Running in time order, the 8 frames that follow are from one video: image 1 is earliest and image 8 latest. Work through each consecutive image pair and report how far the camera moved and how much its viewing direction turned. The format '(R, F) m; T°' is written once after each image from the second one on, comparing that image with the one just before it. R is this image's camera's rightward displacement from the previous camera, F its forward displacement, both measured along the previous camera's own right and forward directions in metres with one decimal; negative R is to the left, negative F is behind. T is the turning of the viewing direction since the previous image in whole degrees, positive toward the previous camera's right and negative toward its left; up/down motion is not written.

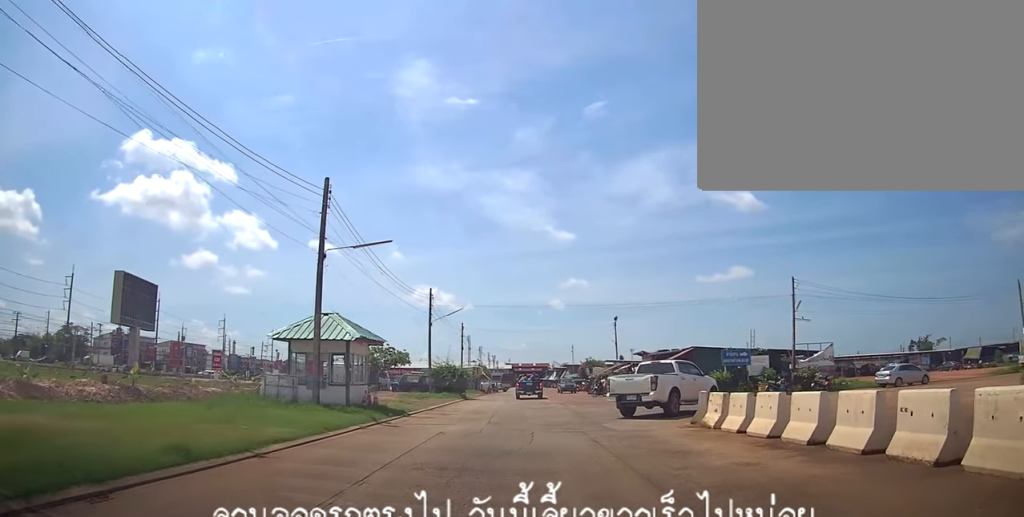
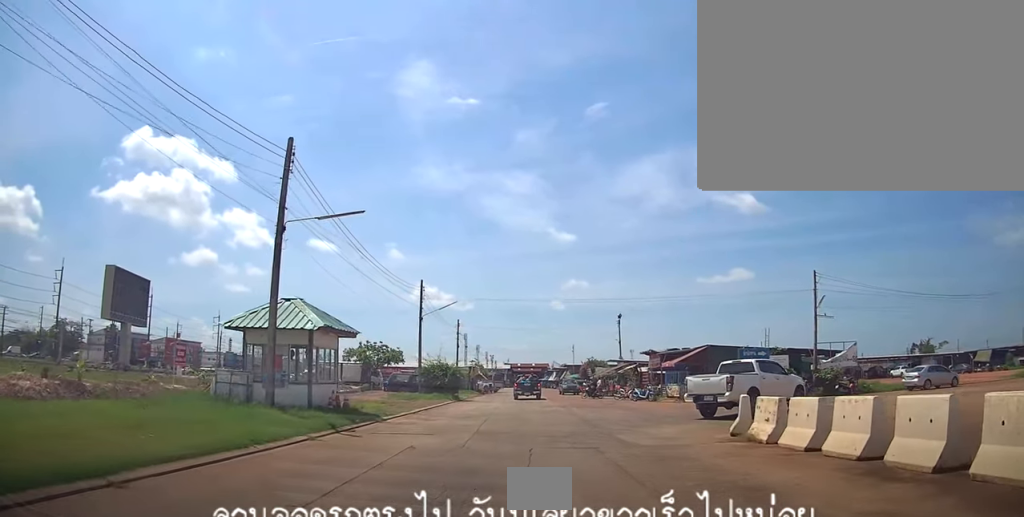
(-0.1, +3.1) m; +1°
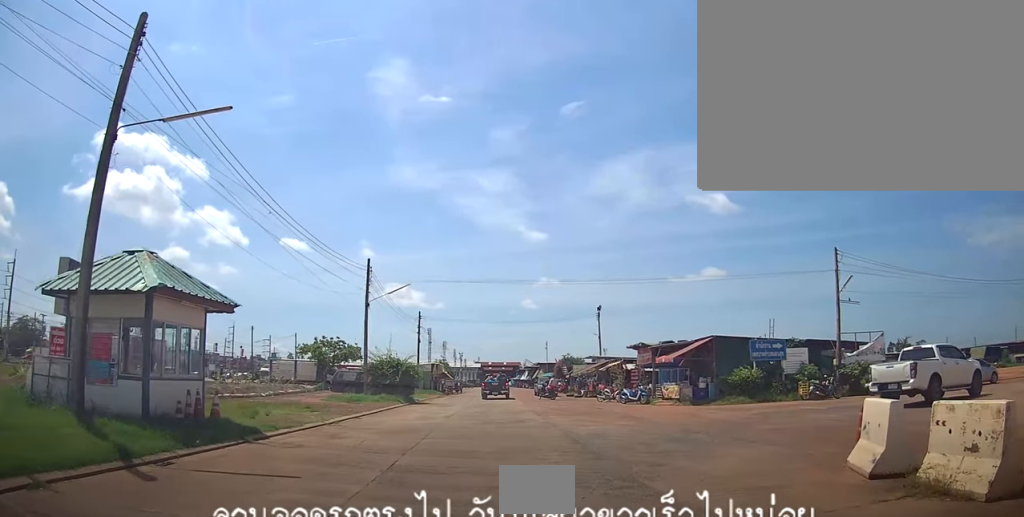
(+0.6, +5.9) m; +11°
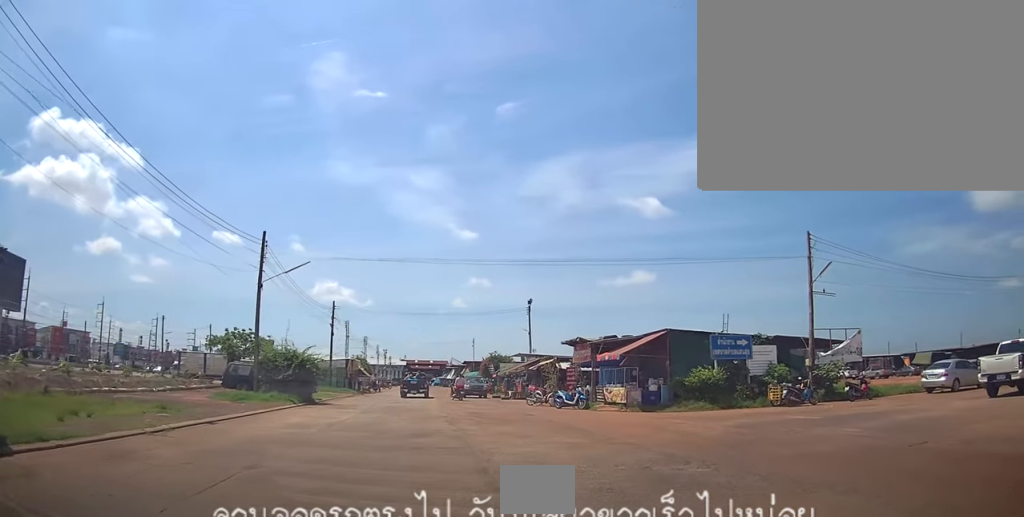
(+0.5, +4.7) m; +7°
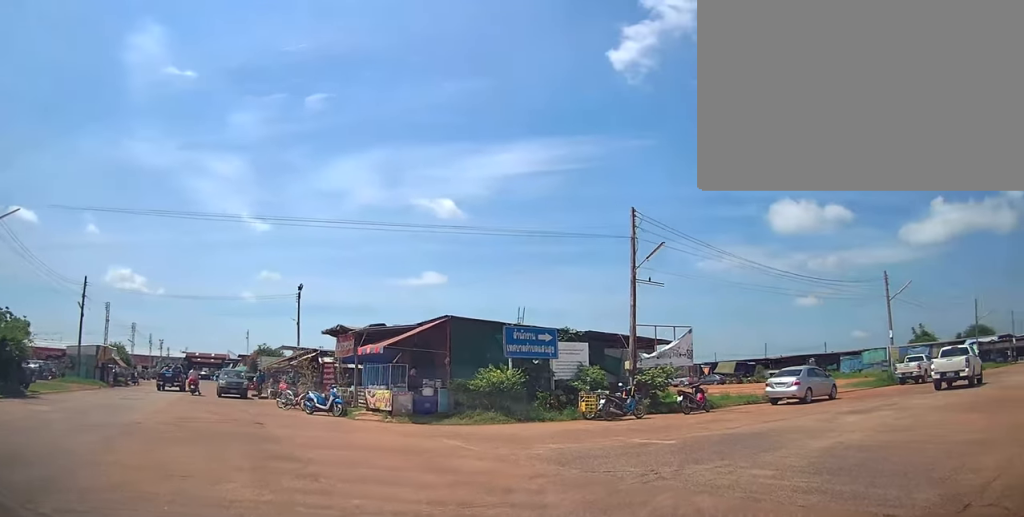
(+0.1, +6.4) m; +15°
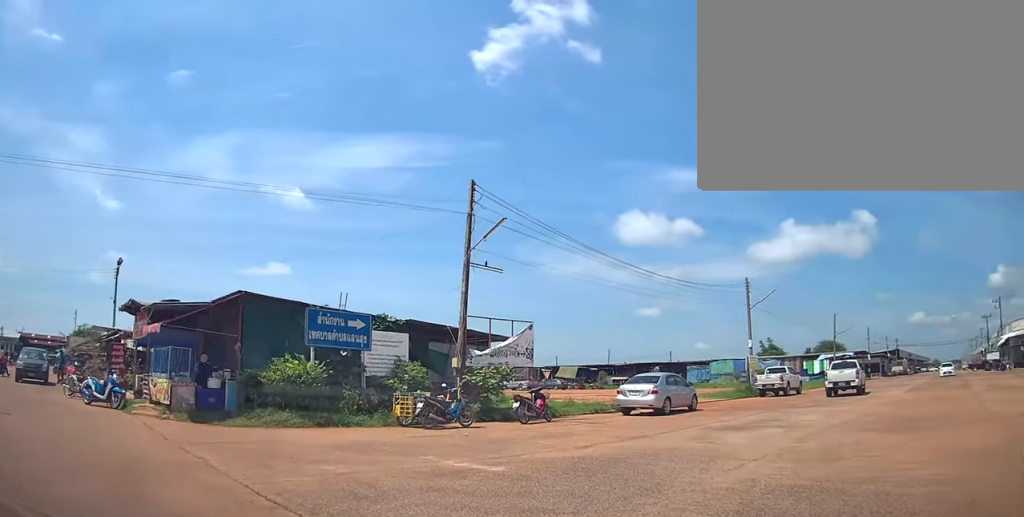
(+1.2, +3.3) m; +11°
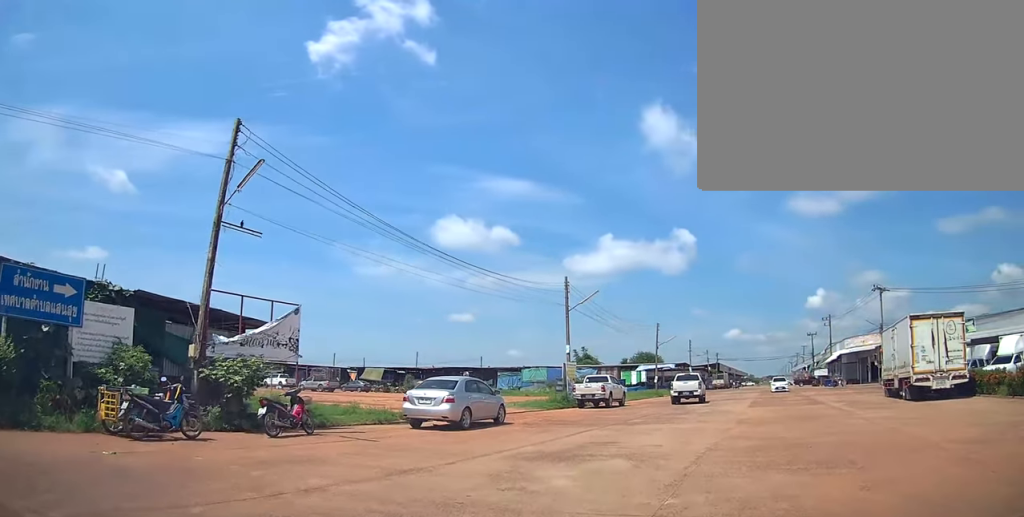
(-0.4, +4.0) m; +17°
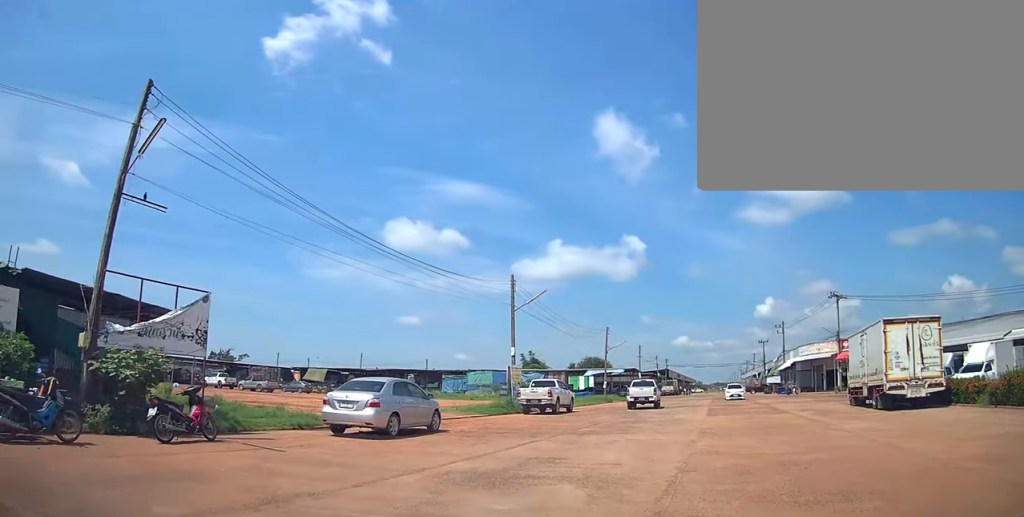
(+0.6, +1.7) m; +10°
